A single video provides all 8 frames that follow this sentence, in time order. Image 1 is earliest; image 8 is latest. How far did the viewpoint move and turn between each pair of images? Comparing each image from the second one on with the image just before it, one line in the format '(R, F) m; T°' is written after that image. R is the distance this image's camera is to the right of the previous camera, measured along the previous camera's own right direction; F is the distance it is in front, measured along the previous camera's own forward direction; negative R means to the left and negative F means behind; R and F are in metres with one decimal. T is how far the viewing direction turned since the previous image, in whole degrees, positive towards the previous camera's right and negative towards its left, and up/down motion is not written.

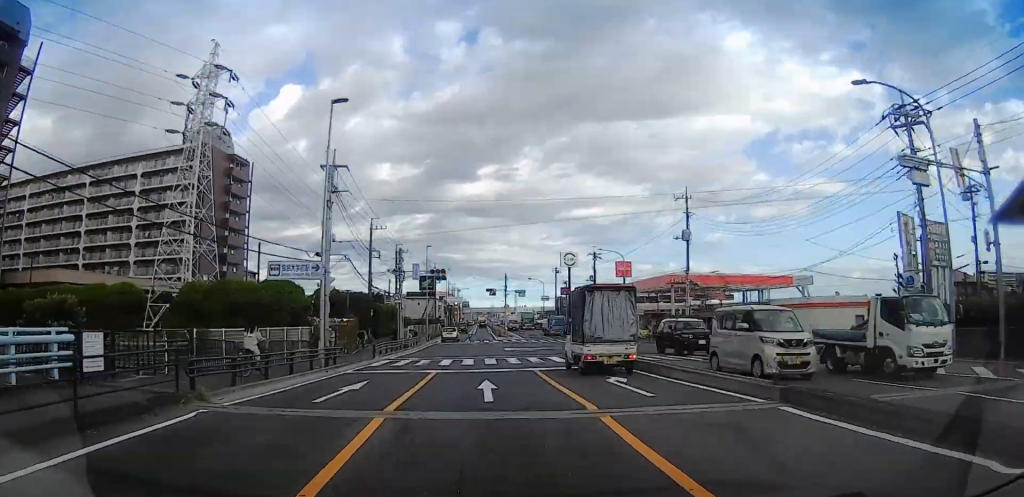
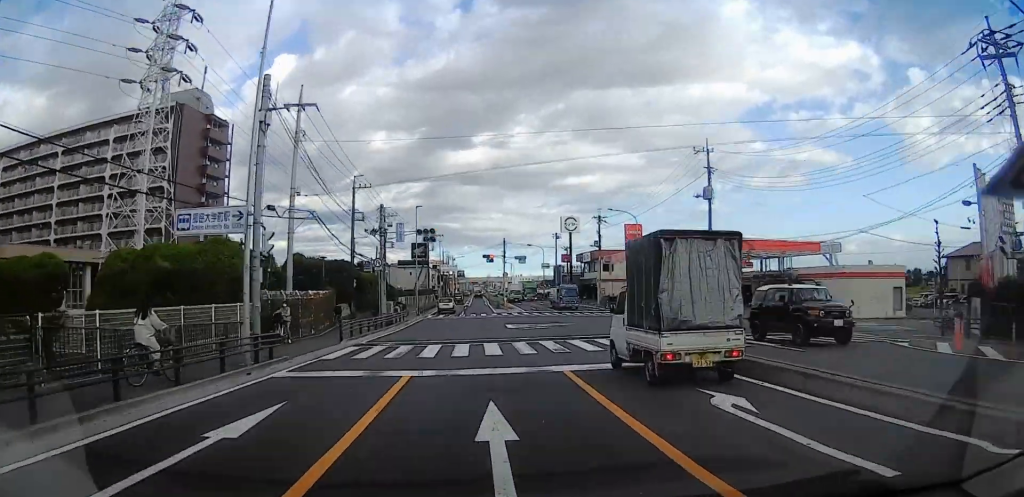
(0.0, +7.1) m; 0°
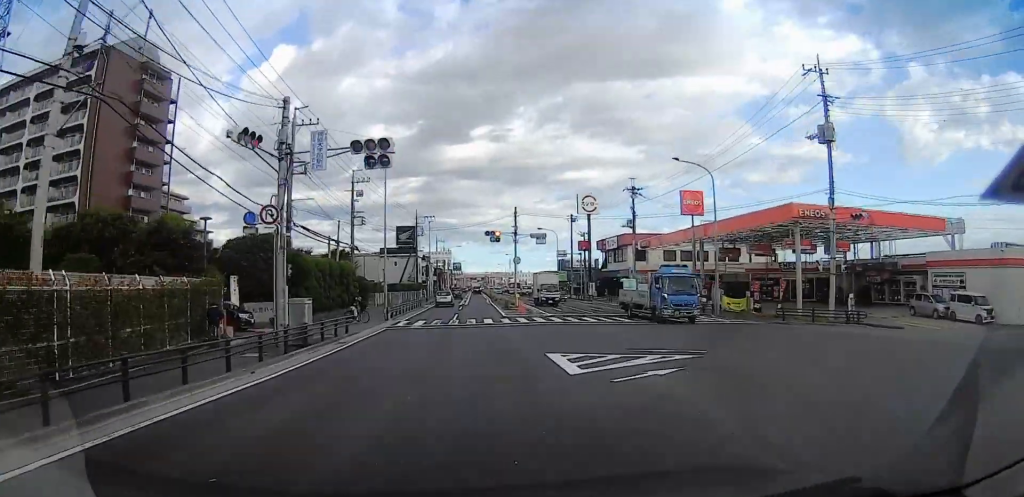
(+0.2, +19.9) m; +1°
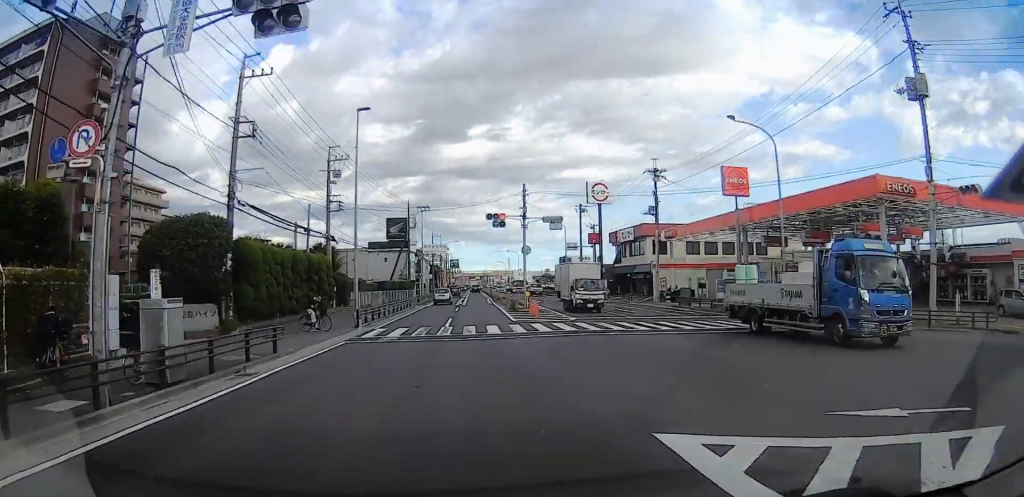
(0.0, +8.7) m; 0°
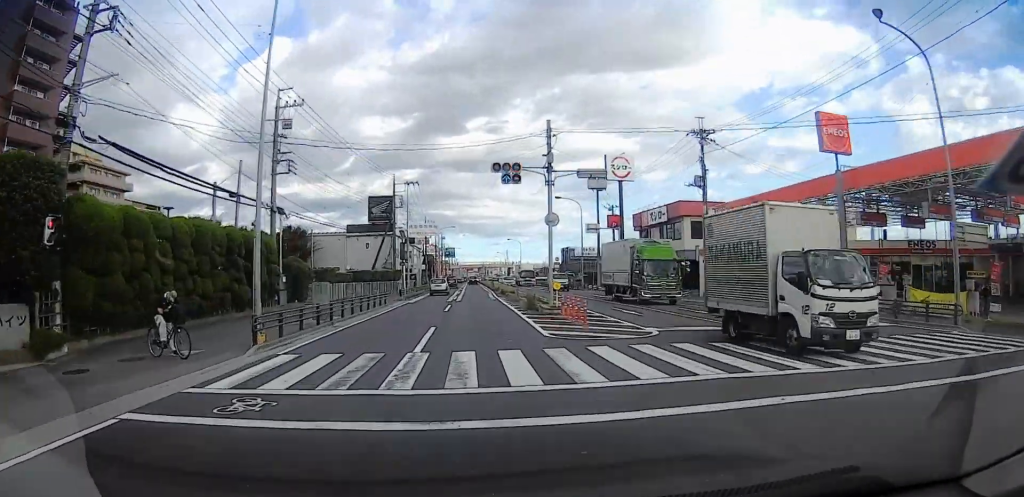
(0.0, +12.7) m; +1°
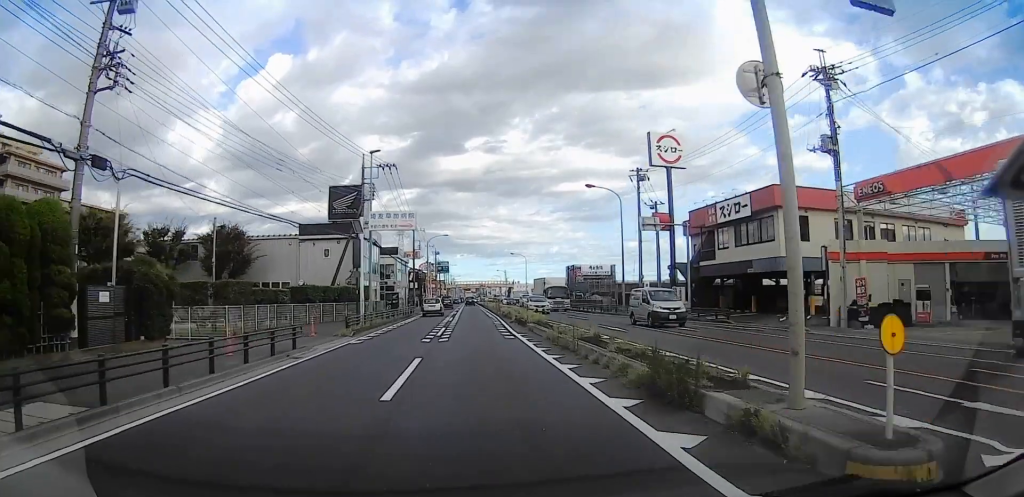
(+0.4, +18.3) m; +1°
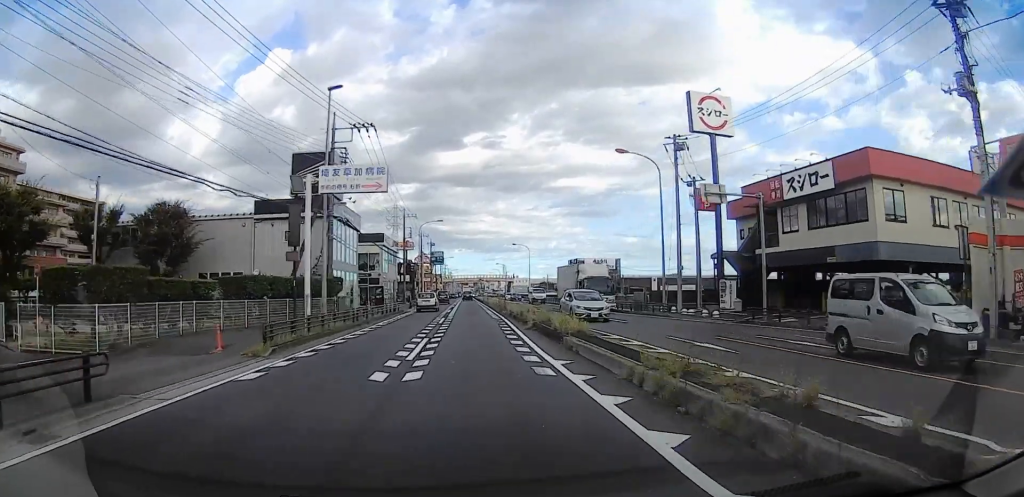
(-0.1, +10.7) m; -1°
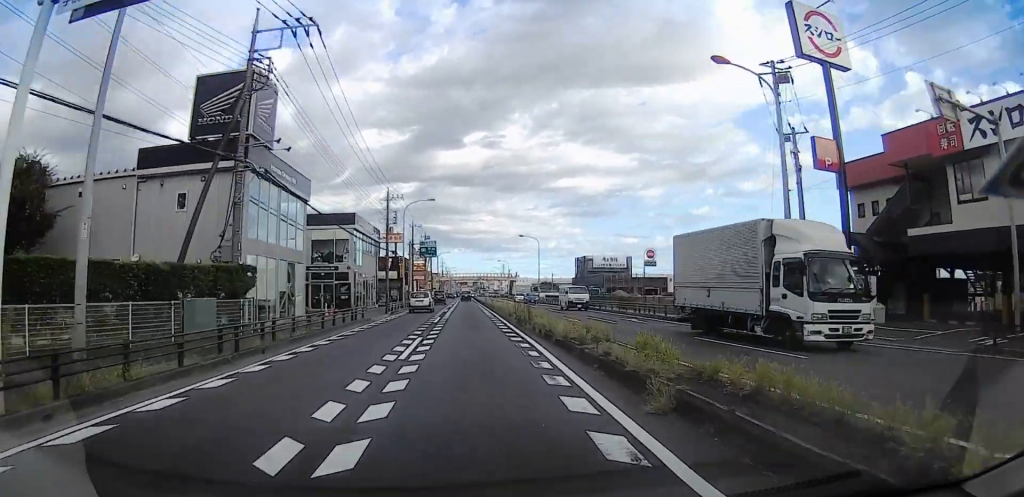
(-0.3, +16.0) m; 0°
